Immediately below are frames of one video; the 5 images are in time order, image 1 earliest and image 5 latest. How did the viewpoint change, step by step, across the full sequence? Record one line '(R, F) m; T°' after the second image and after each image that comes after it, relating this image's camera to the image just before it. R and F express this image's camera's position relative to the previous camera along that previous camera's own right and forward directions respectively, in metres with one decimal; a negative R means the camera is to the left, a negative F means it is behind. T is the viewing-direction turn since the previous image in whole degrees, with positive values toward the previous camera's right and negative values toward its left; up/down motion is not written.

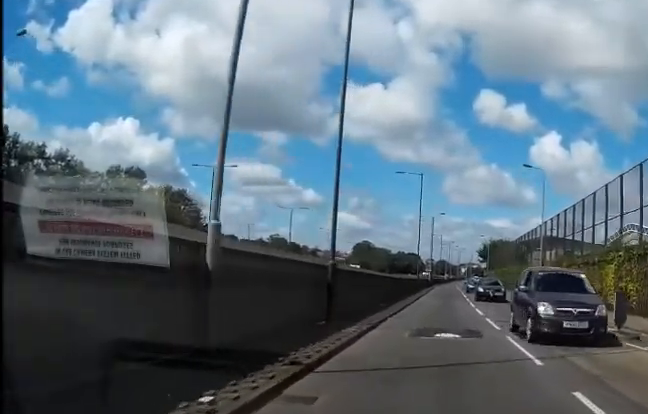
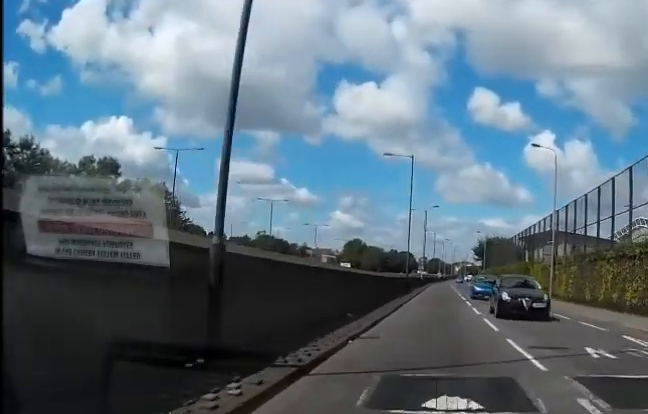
(0.0, +7.2) m; 0°
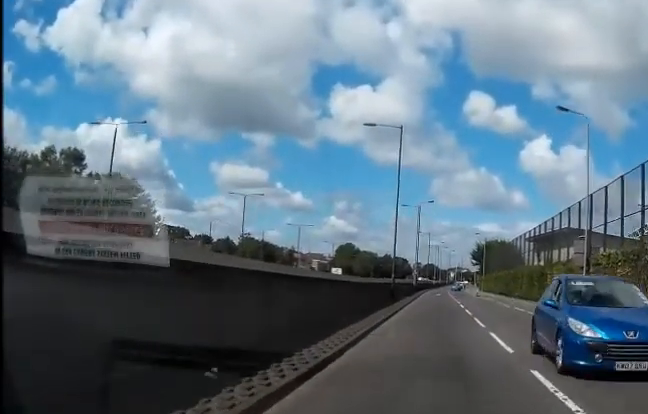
(0.0, +11.1) m; 0°
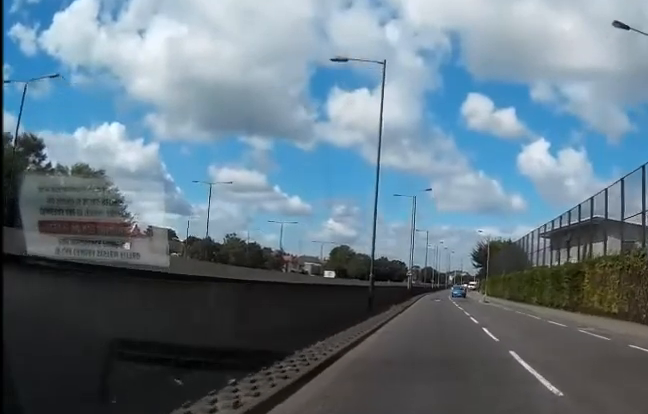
(0.0, +13.1) m; 0°
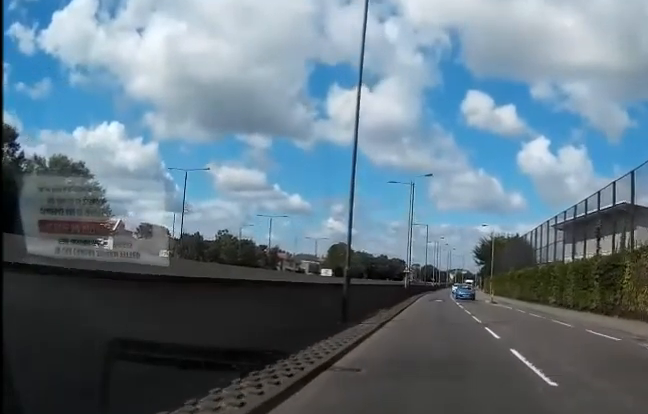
(0.0, +7.0) m; 0°
